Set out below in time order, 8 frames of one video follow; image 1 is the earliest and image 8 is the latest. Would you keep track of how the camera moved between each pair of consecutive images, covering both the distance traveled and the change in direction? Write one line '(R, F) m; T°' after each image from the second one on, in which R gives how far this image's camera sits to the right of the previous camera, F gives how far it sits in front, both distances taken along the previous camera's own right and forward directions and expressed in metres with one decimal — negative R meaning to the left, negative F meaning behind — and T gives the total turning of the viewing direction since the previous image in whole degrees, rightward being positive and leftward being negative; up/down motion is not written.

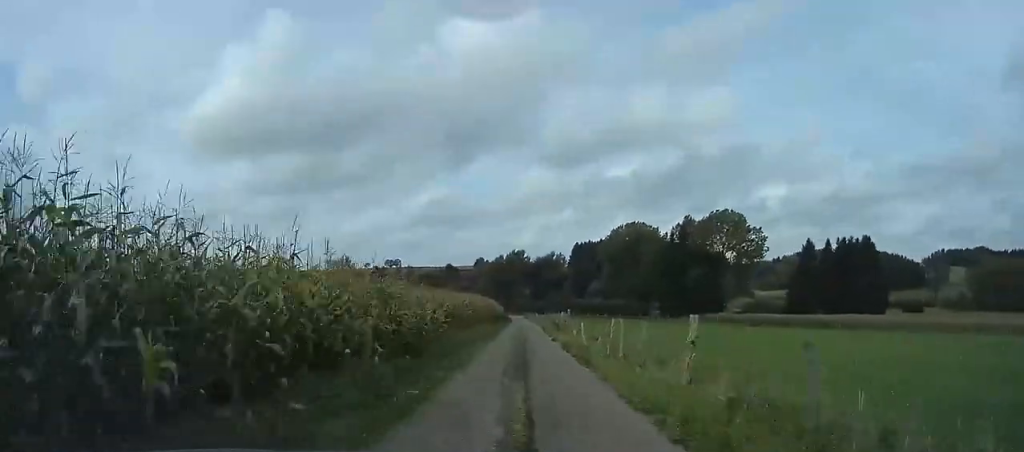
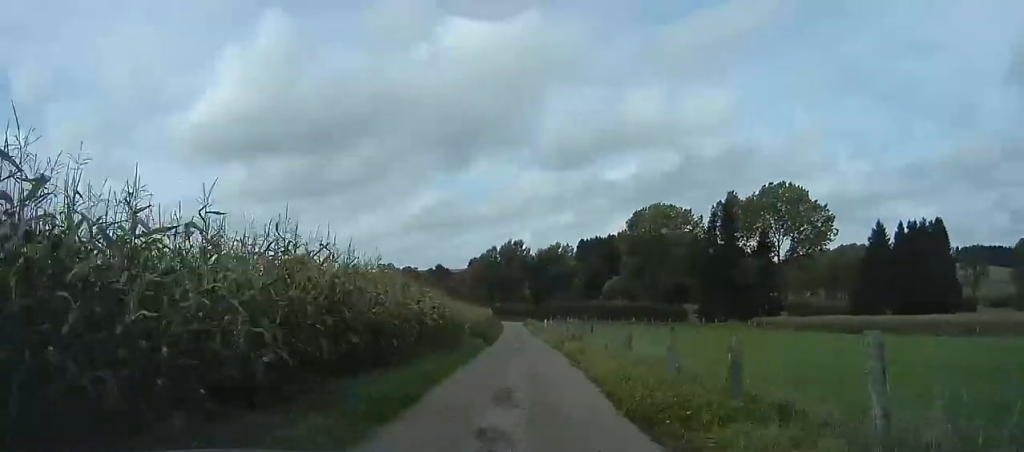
(-0.2, +30.5) m; 0°
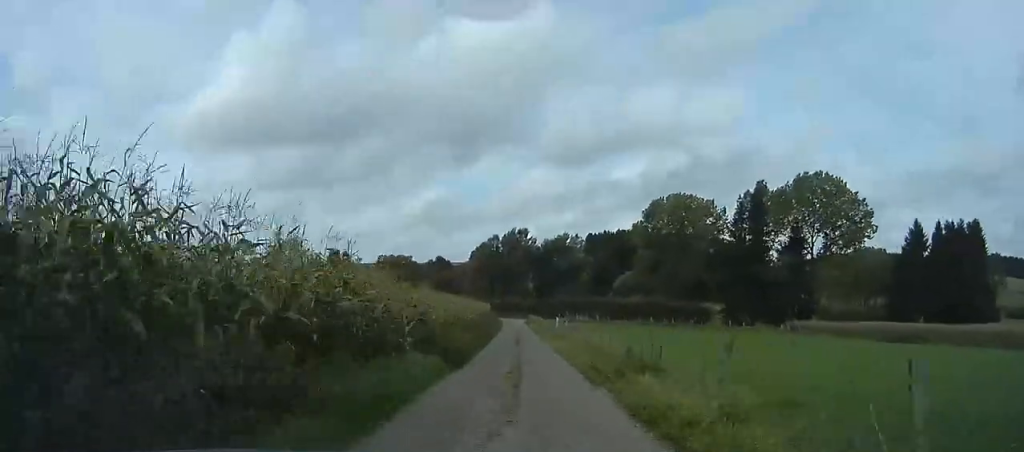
(0.0, +10.8) m; 0°
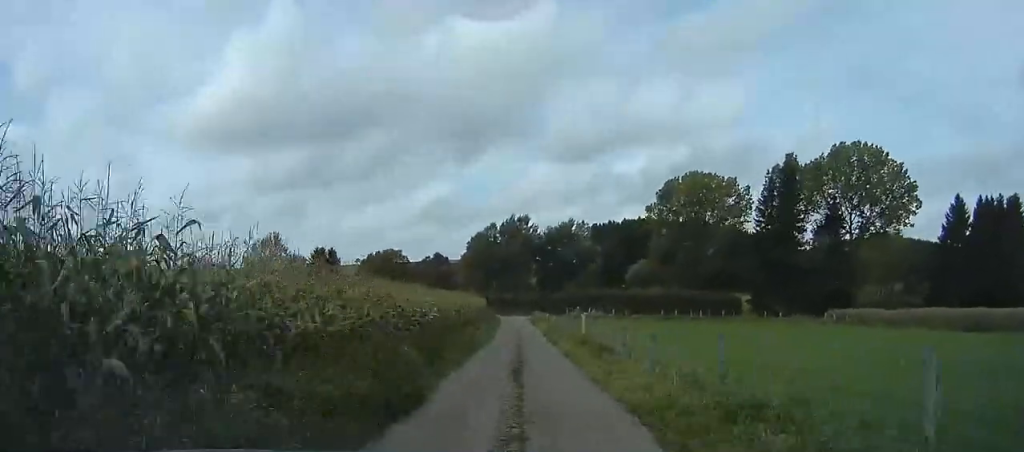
(0.0, +11.8) m; 0°
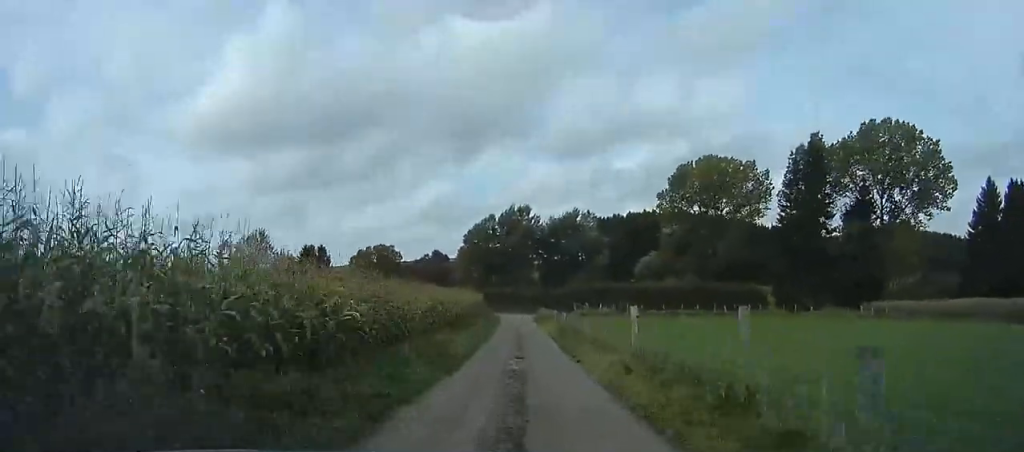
(0.0, +7.9) m; -1°
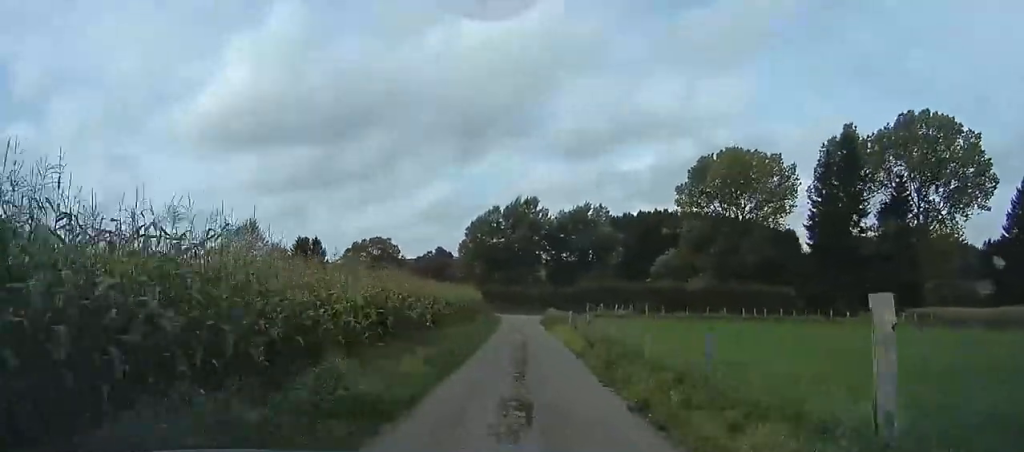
(+0.1, +7.4) m; -1°
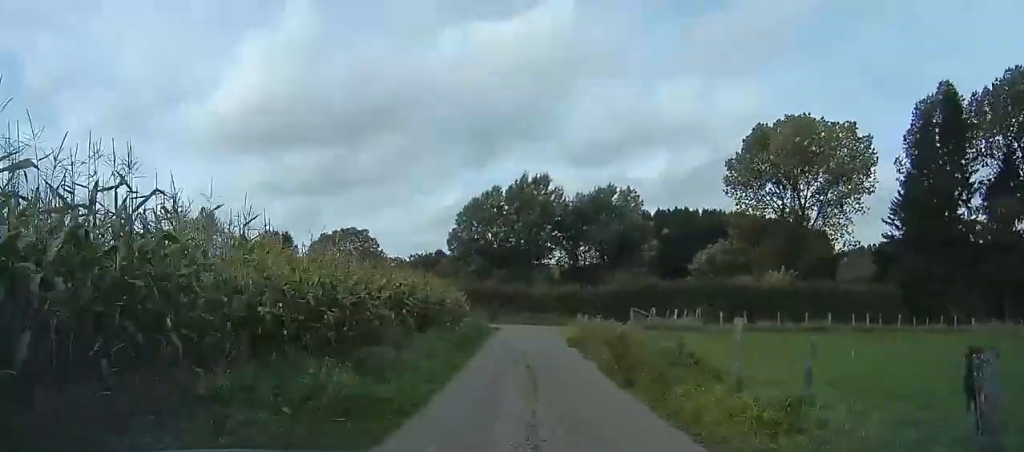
(-0.5, +19.6) m; -1°
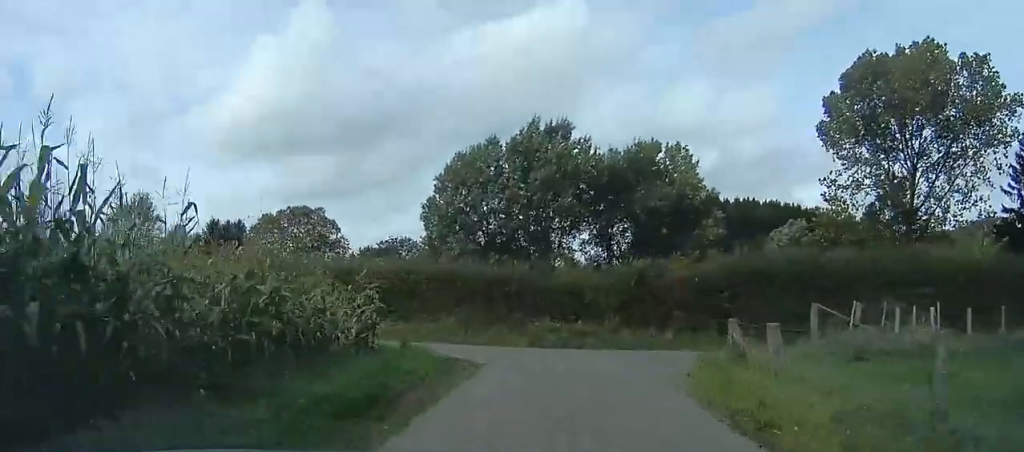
(+0.8, +22.8) m; +2°
